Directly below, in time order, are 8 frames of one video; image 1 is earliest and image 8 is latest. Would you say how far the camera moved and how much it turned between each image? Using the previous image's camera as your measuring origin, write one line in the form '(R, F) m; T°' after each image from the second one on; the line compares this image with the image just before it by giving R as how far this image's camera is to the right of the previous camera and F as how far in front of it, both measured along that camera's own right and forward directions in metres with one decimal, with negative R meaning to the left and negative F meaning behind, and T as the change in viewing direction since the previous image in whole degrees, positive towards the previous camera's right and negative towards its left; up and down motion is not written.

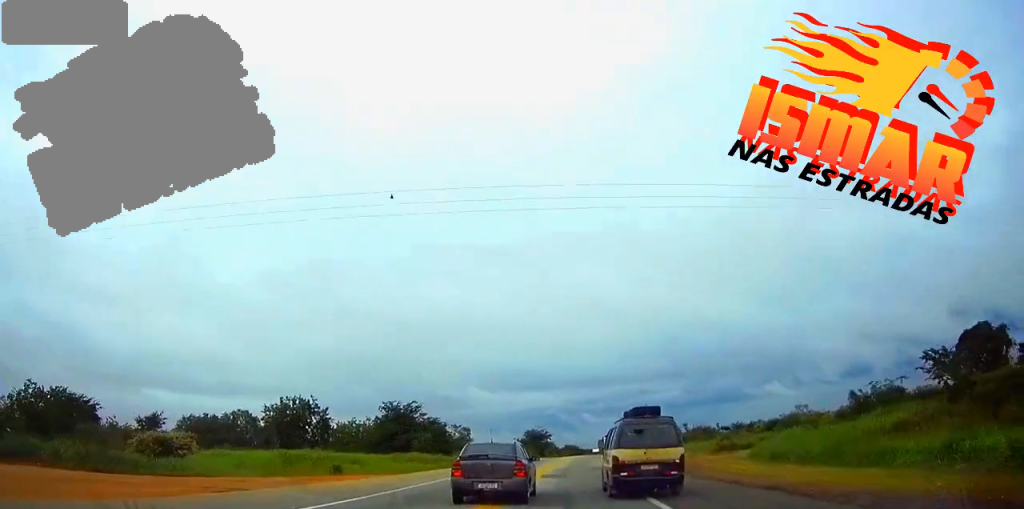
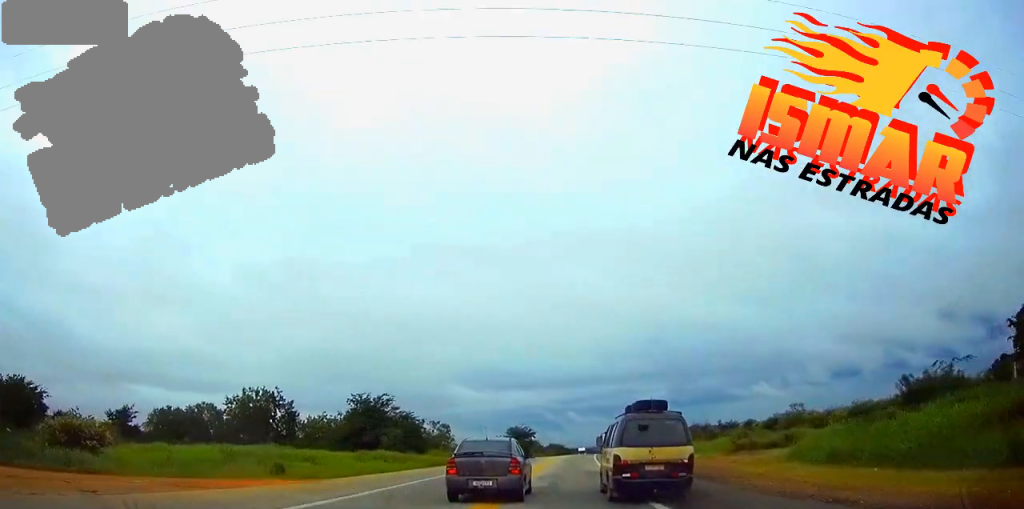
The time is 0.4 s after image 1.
(0.0, +9.8) m; +1°
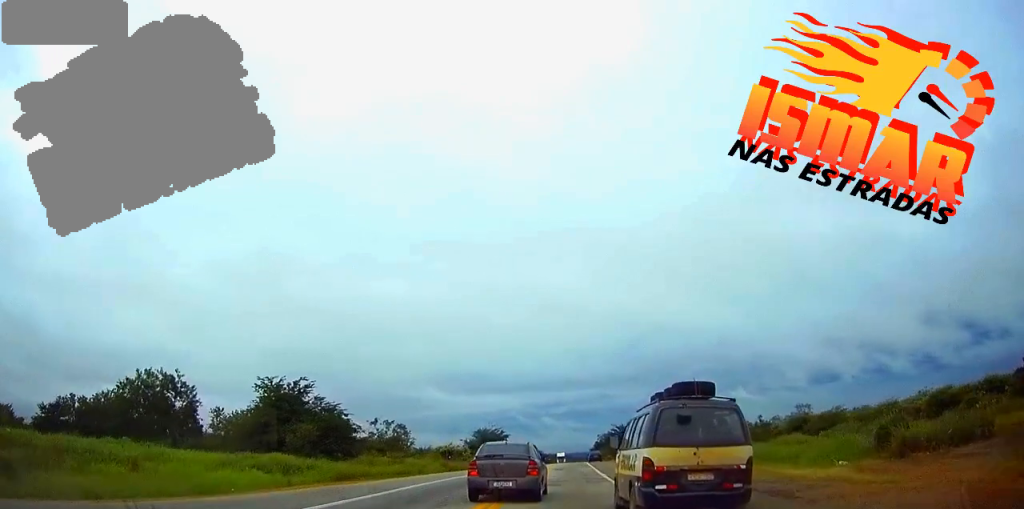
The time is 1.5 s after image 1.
(+0.7, +26.1) m; +2°
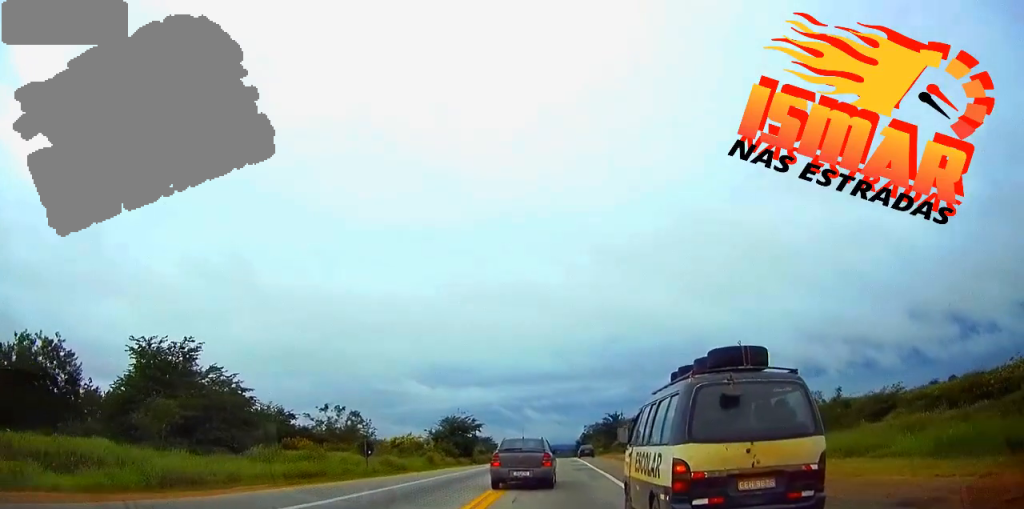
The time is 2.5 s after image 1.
(+0.1, +21.7) m; +1°
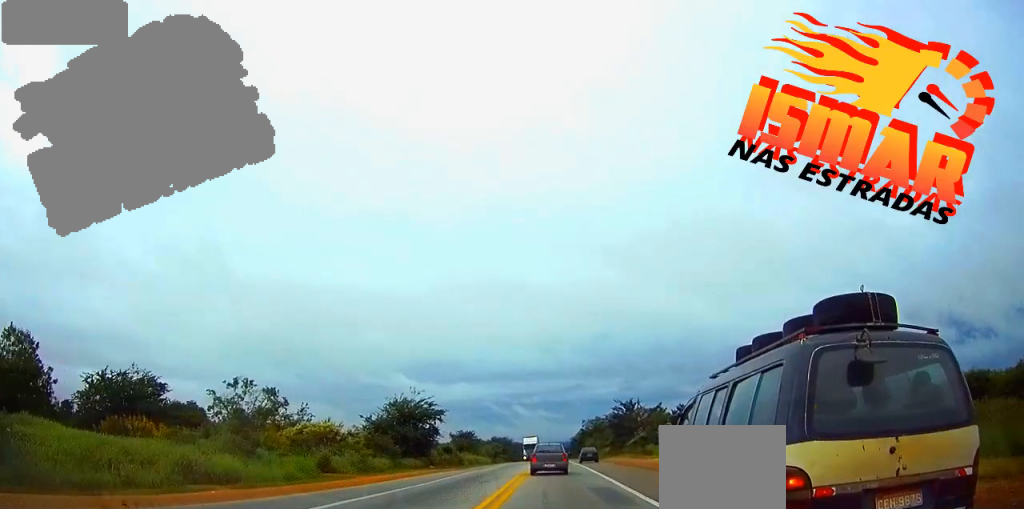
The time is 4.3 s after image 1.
(+0.5, +34.5) m; +1°
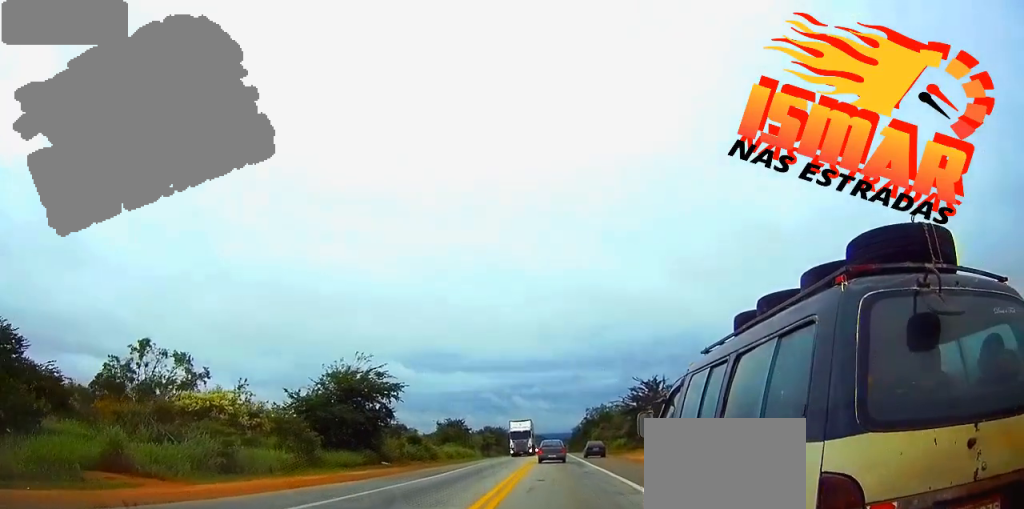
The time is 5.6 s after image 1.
(+0.2, +21.9) m; +1°
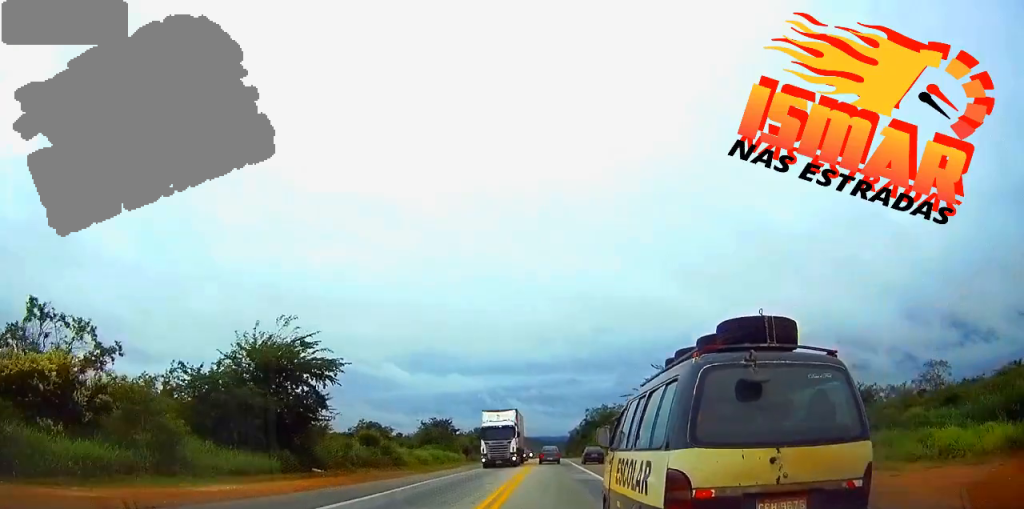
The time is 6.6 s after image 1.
(+0.1, +17.0) m; +1°
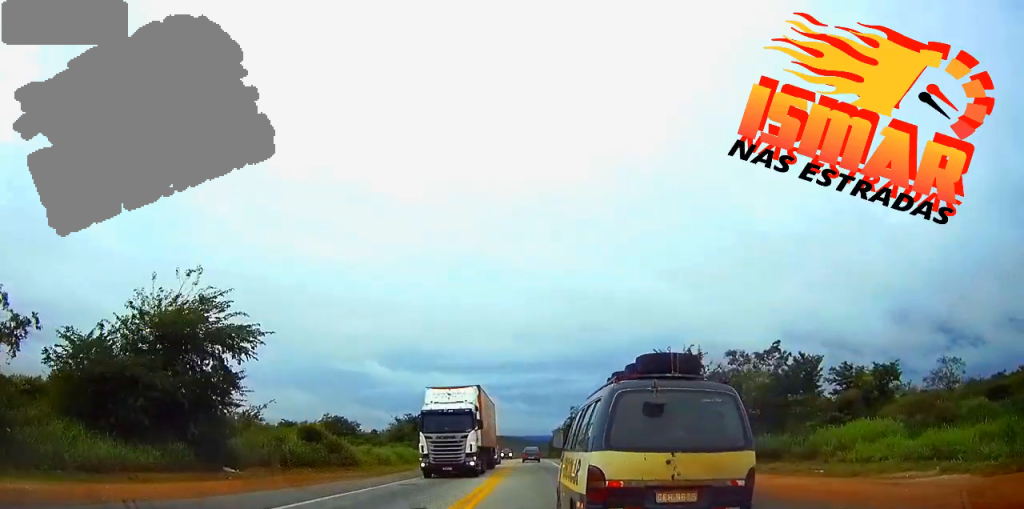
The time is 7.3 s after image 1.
(+0.1, +10.3) m; 0°
